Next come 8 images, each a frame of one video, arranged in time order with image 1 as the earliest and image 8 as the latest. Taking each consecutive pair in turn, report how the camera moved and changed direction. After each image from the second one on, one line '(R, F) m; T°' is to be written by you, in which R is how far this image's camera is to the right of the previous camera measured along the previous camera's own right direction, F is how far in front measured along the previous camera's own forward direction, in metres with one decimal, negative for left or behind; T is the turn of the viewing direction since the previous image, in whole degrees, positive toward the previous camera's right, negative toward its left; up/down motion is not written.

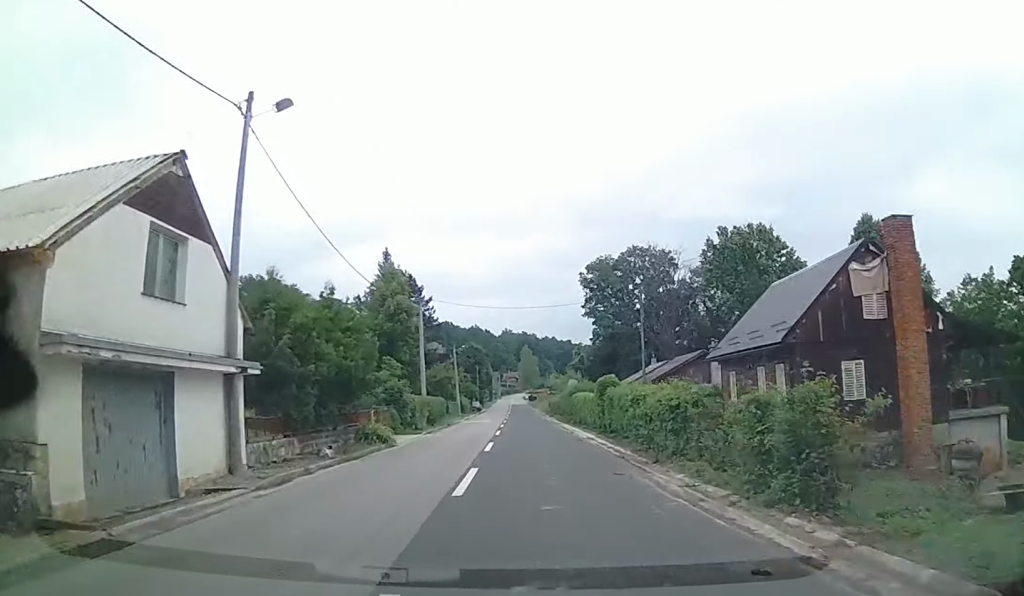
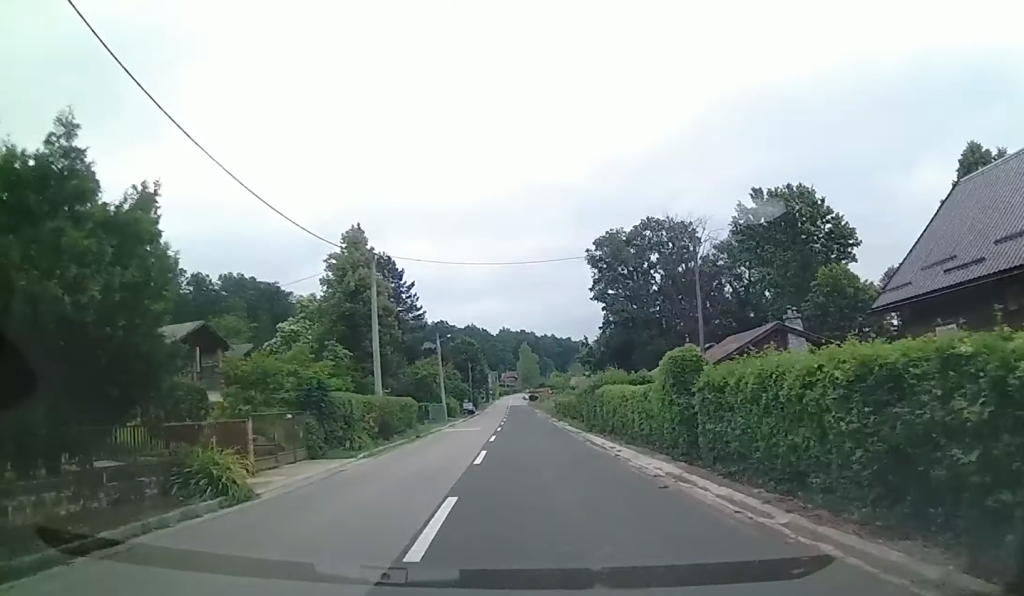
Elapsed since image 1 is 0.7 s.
(0.0, +13.6) m; -1°
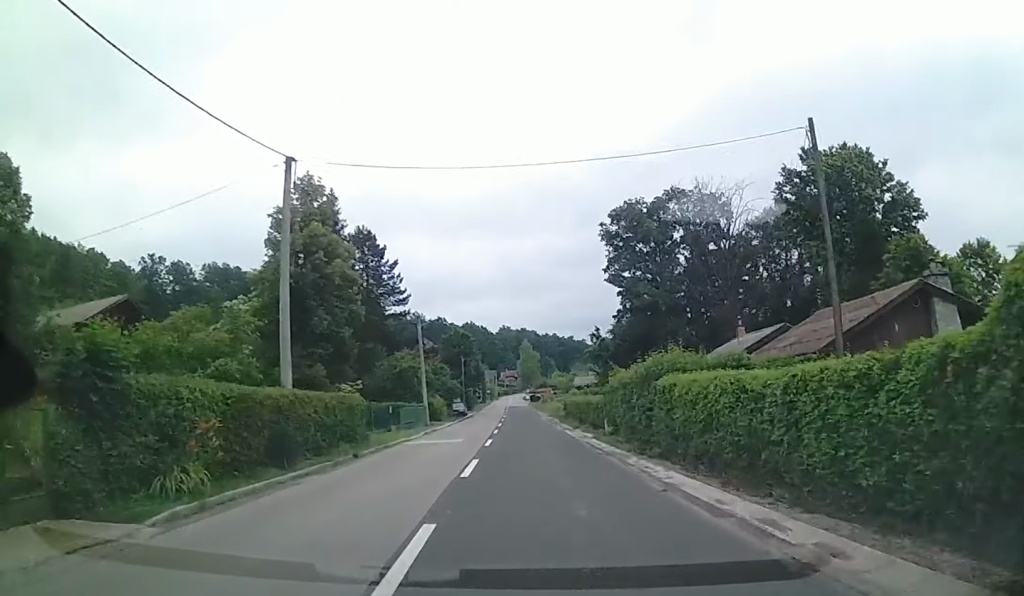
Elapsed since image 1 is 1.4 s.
(-0.2, +12.0) m; 0°
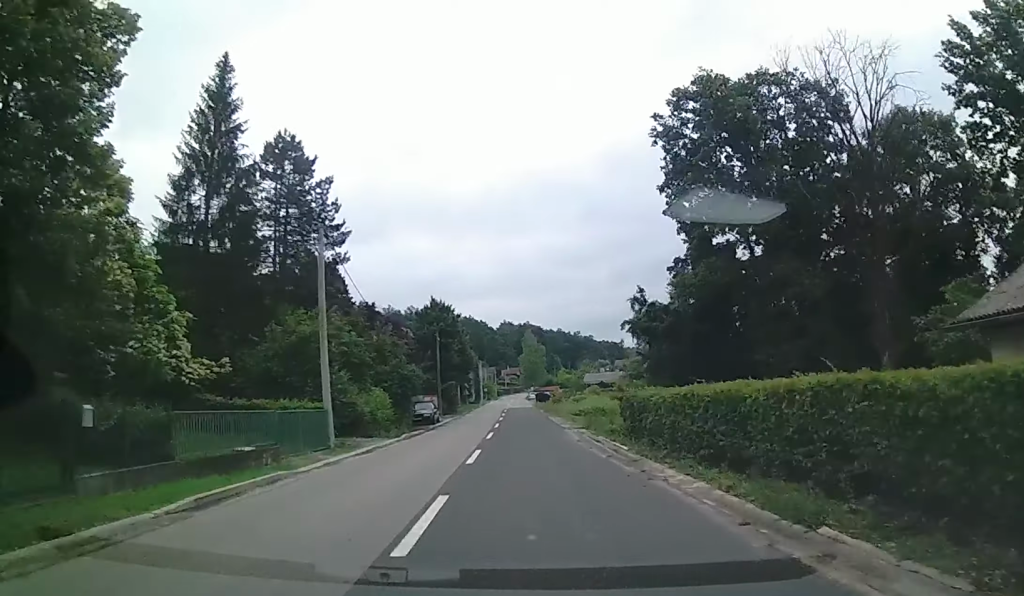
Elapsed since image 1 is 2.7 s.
(+0.2, +25.7) m; 0°
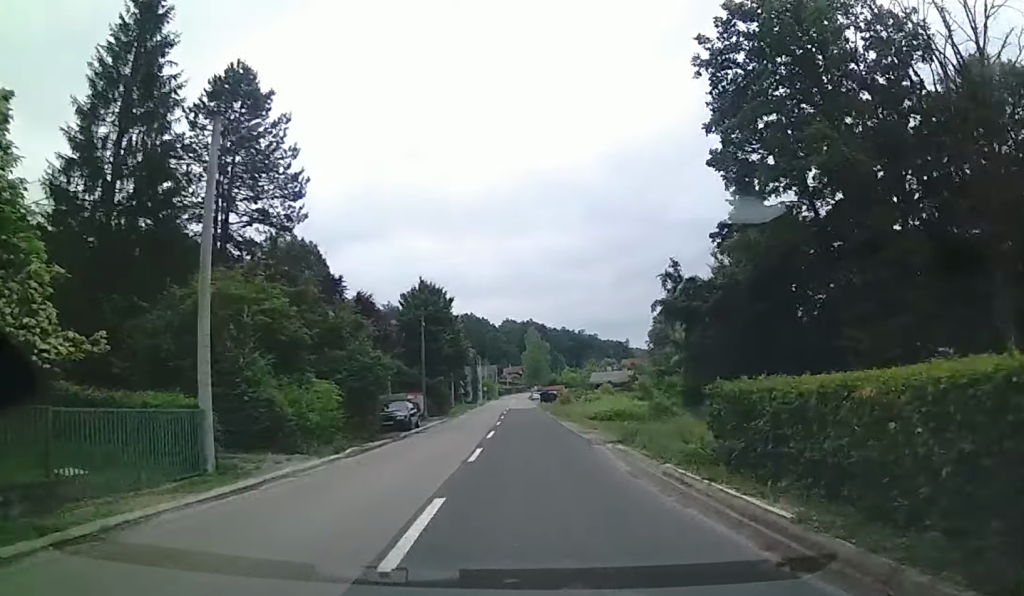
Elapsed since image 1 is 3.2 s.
(0.0, +9.7) m; 0°
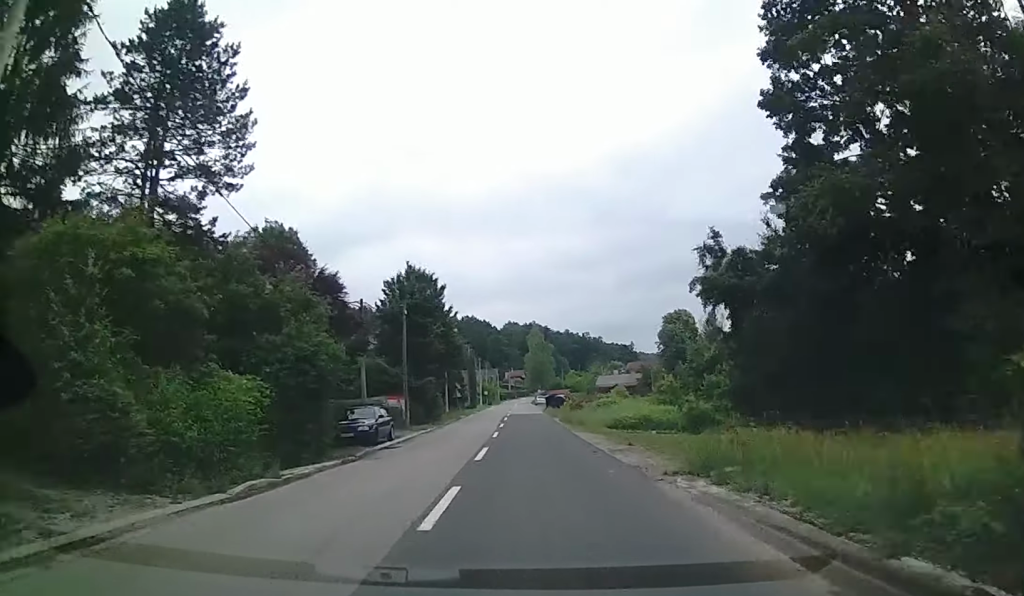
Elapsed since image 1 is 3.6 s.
(-0.1, +7.8) m; -1°
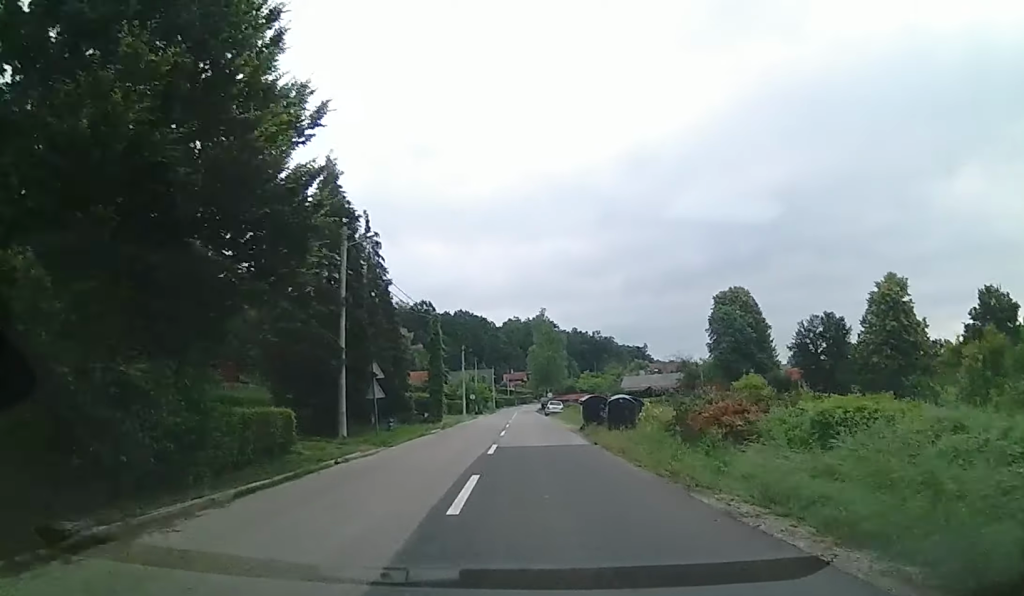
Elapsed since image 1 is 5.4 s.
(+0.3, +36.0) m; +1°
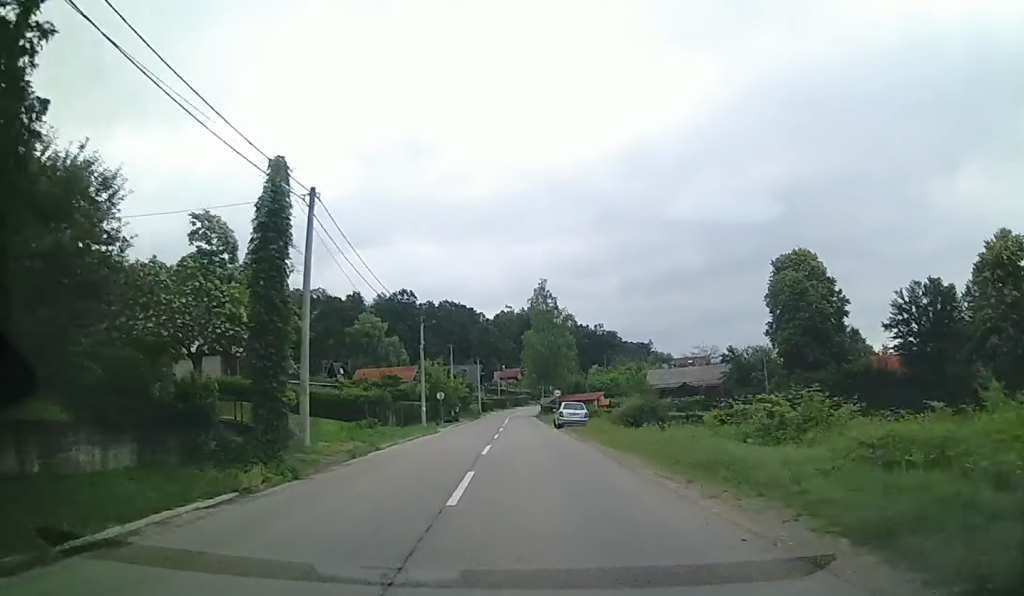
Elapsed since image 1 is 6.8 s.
(-0.2, +27.6) m; -2°
